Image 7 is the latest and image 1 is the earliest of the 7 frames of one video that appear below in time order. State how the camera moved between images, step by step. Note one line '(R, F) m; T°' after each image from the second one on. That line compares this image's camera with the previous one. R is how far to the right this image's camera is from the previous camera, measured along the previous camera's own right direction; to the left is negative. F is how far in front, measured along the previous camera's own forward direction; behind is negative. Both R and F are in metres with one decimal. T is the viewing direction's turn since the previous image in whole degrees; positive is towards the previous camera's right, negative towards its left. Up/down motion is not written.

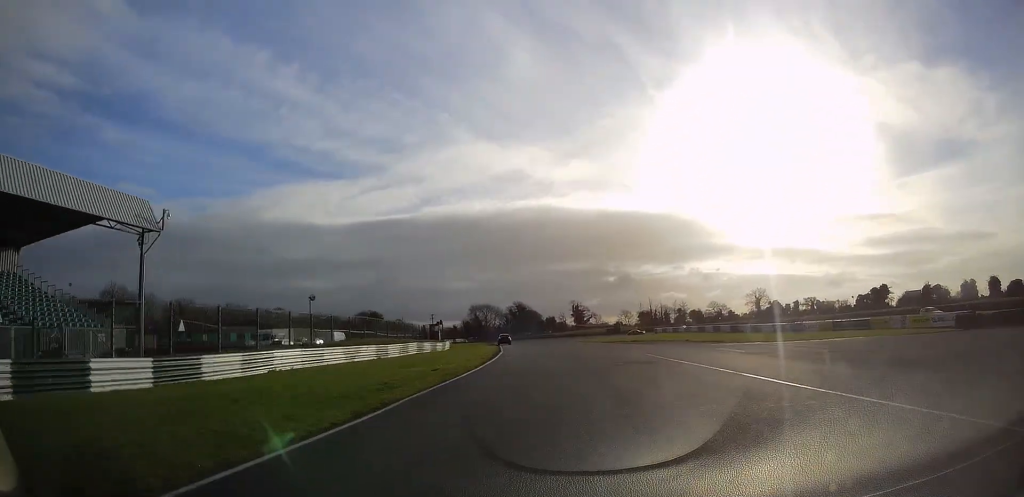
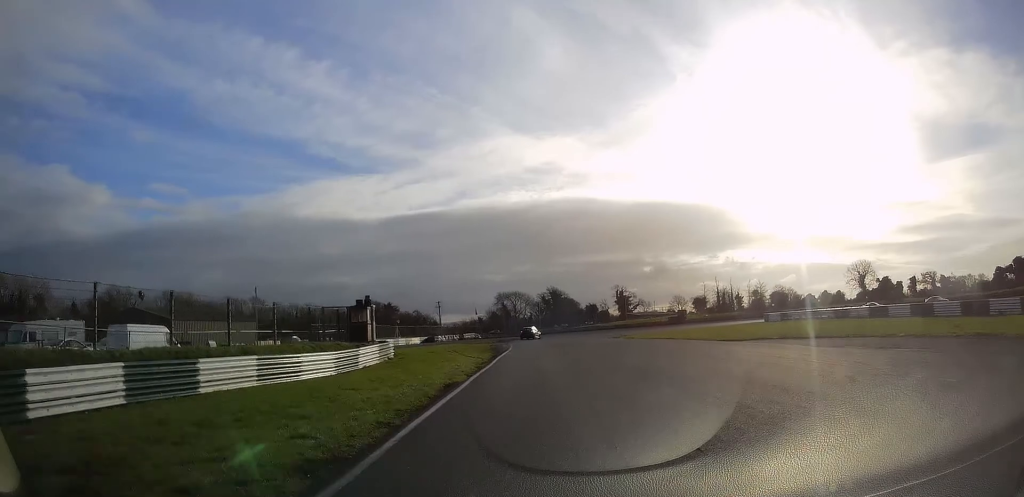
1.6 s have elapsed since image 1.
(-1.0, +43.9) m; -3°
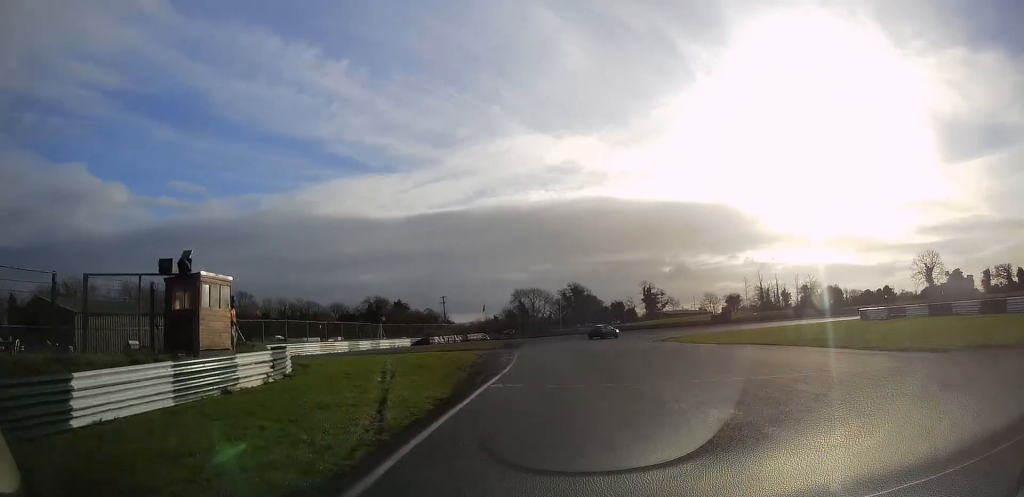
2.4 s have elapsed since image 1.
(-0.4, +20.6) m; -1°
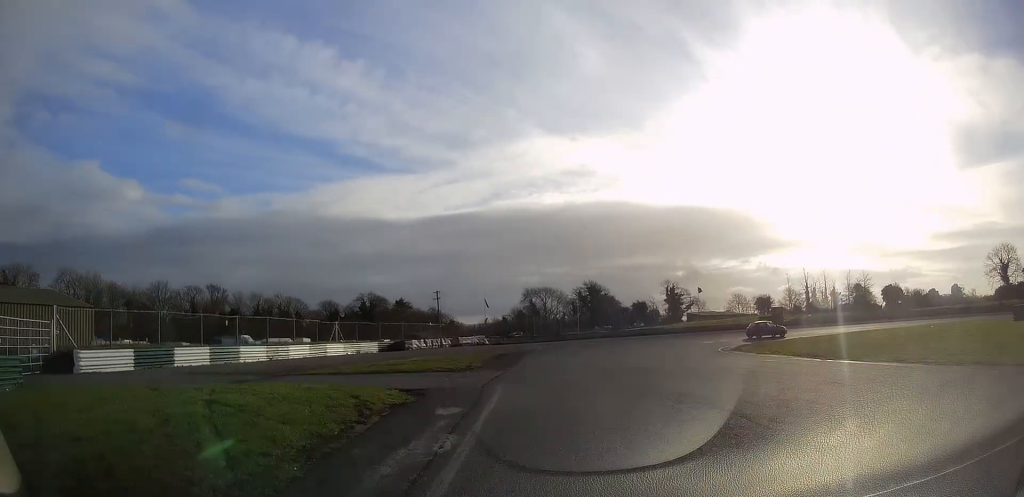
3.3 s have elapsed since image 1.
(-0.3, +21.4) m; -1°
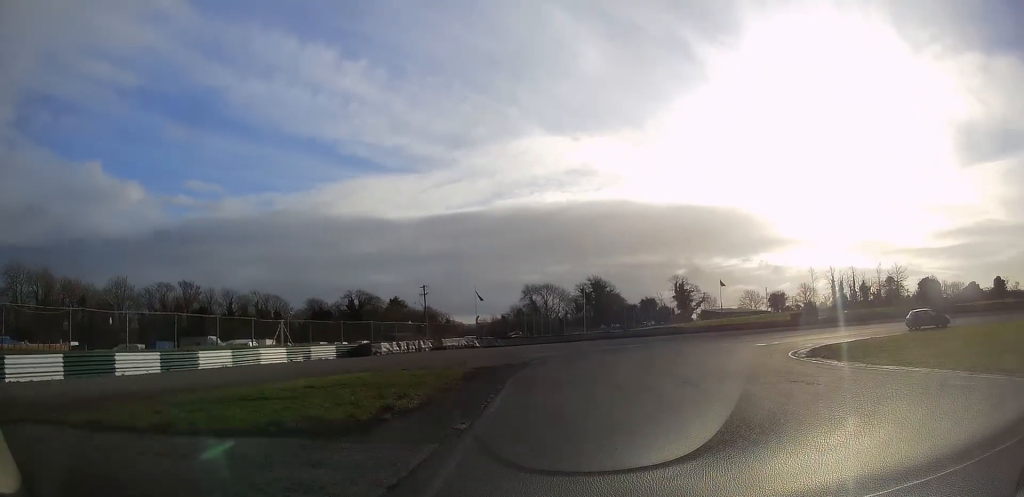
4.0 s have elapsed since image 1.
(0.0, +12.9) m; +1°
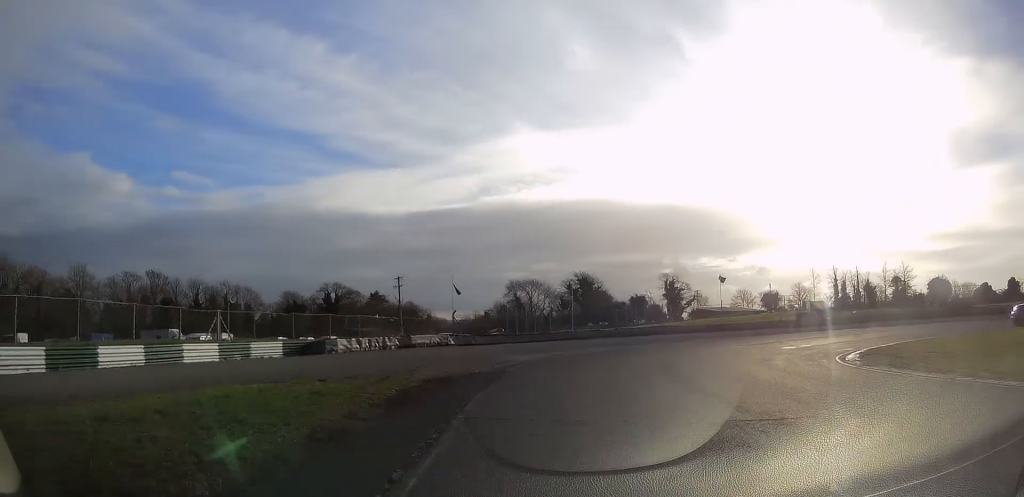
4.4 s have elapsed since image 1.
(0.0, +7.1) m; +3°
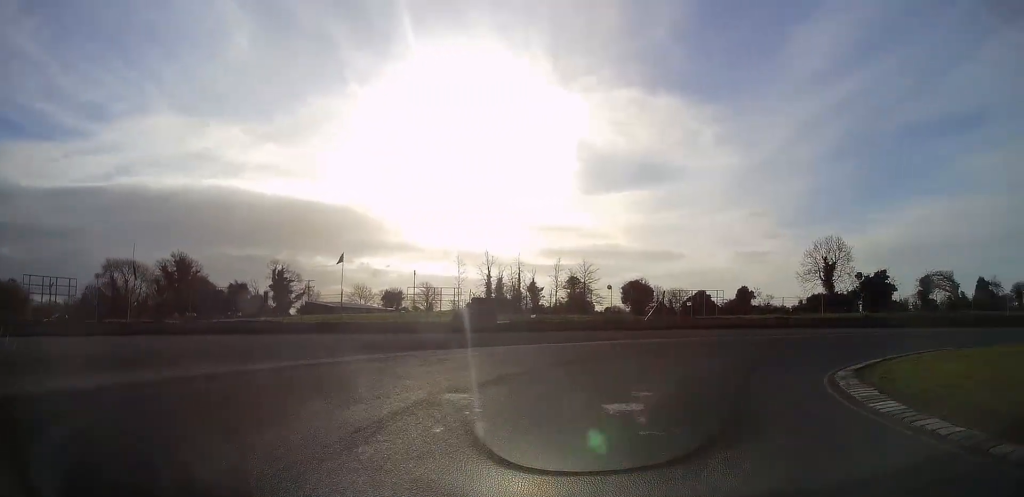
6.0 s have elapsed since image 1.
(+4.3, +25.1) m; +34°
